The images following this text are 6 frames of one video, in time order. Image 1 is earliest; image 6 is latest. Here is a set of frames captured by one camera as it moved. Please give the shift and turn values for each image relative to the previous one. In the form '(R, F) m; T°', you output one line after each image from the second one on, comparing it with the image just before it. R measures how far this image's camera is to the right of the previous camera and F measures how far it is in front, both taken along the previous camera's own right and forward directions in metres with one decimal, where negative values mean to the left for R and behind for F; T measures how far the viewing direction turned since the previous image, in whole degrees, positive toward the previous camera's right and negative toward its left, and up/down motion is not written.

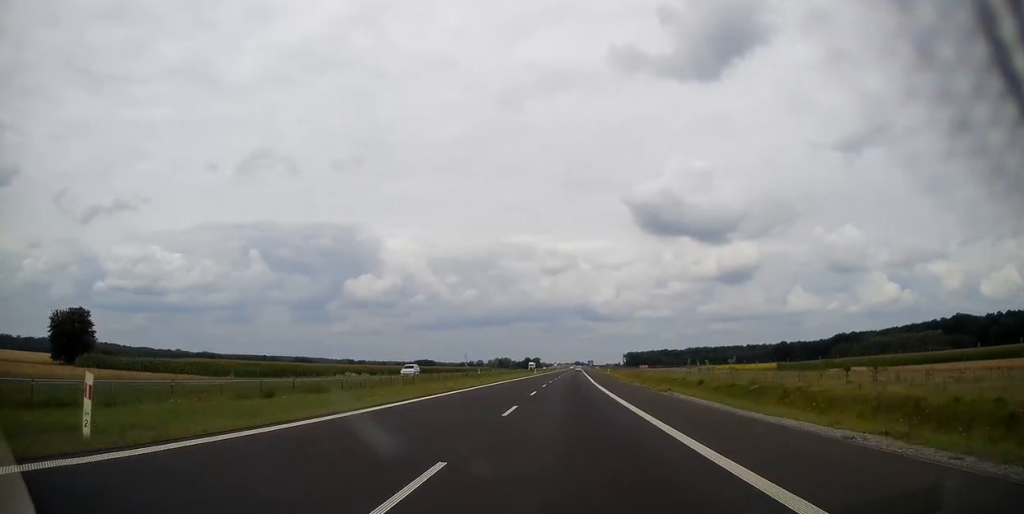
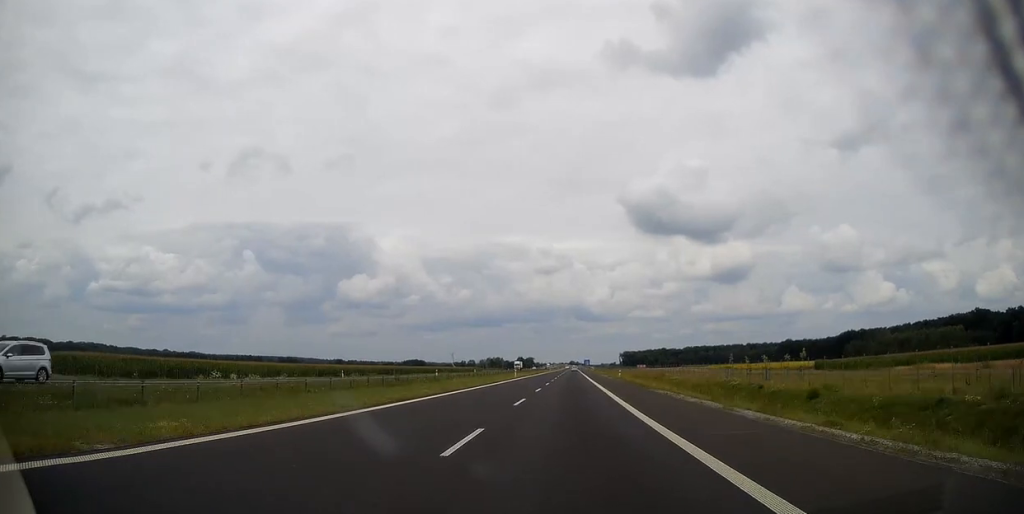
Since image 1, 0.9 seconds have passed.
(-0.1, +31.3) m; 0°
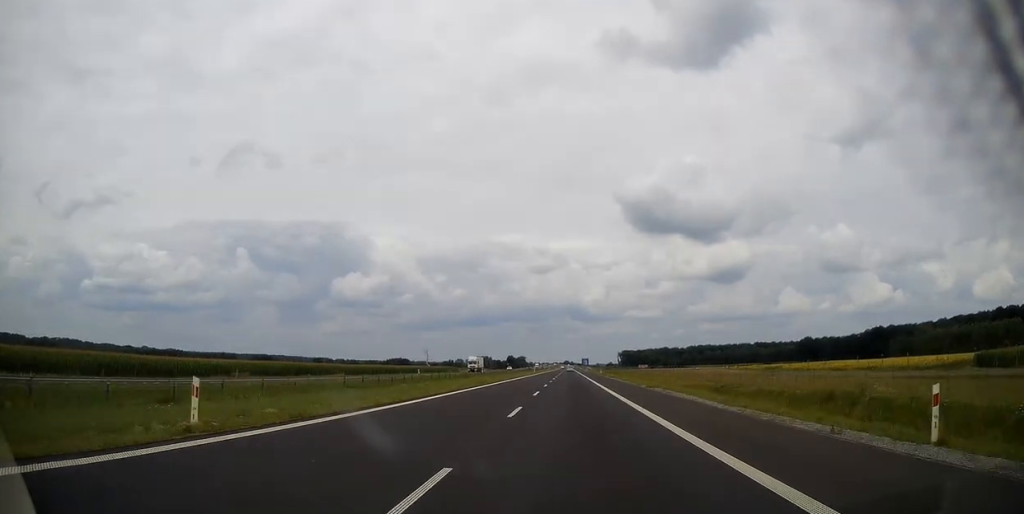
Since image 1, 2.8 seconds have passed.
(+0.8, +64.9) m; 0°
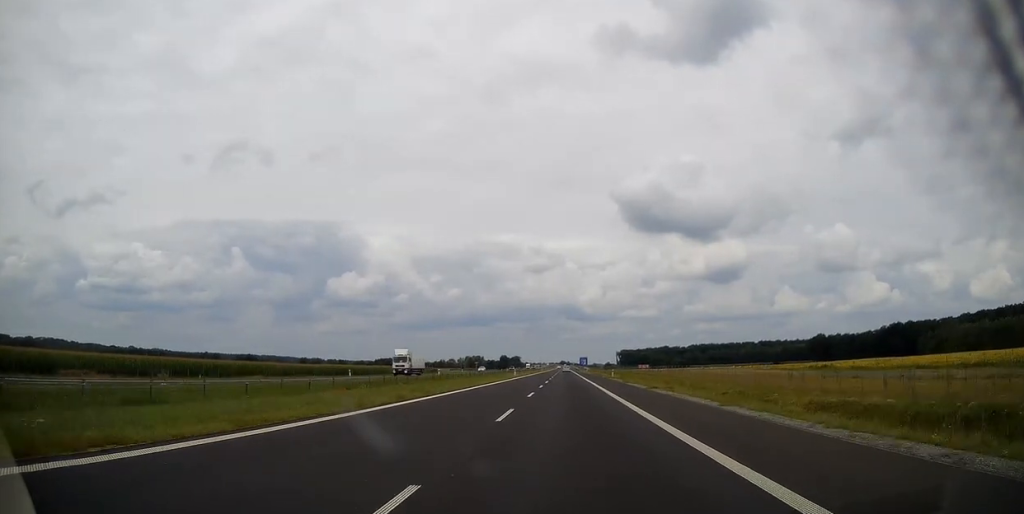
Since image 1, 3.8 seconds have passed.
(-0.2, +37.0) m; 0°
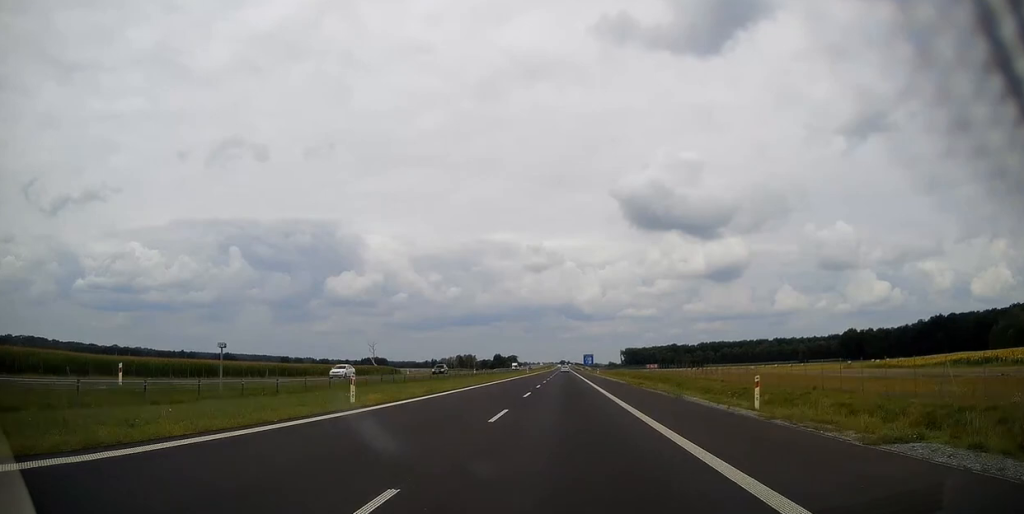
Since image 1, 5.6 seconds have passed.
(+0.5, +60.1) m; 0°
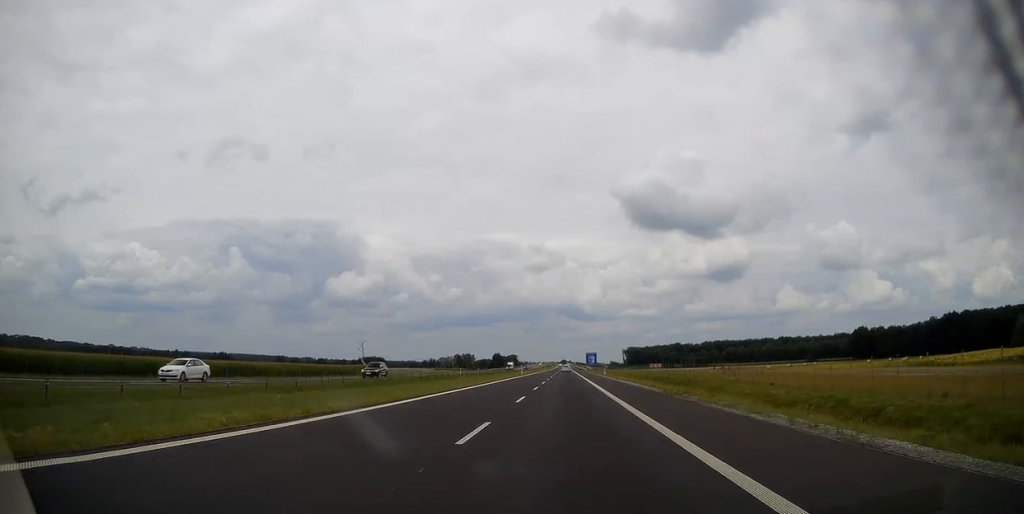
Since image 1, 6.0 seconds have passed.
(0.0, +16.2) m; 0°
